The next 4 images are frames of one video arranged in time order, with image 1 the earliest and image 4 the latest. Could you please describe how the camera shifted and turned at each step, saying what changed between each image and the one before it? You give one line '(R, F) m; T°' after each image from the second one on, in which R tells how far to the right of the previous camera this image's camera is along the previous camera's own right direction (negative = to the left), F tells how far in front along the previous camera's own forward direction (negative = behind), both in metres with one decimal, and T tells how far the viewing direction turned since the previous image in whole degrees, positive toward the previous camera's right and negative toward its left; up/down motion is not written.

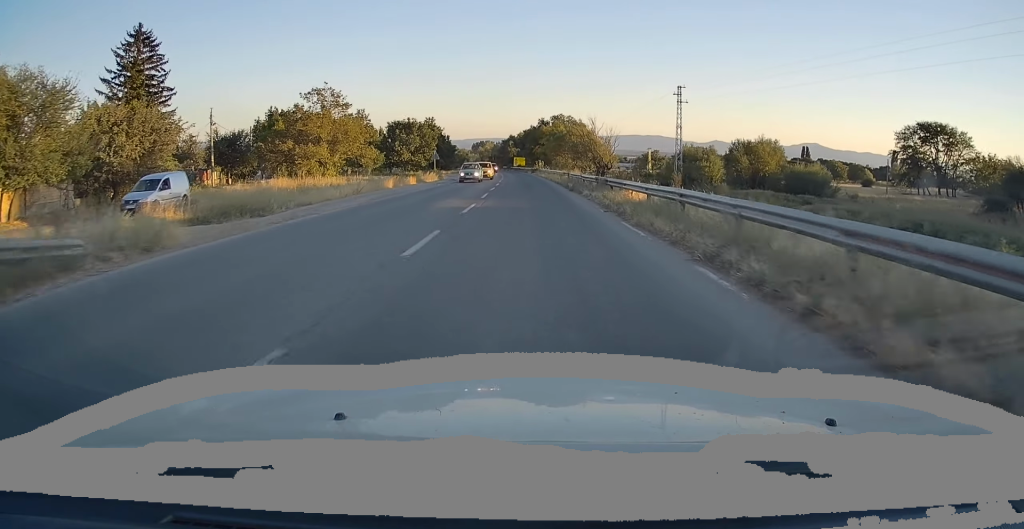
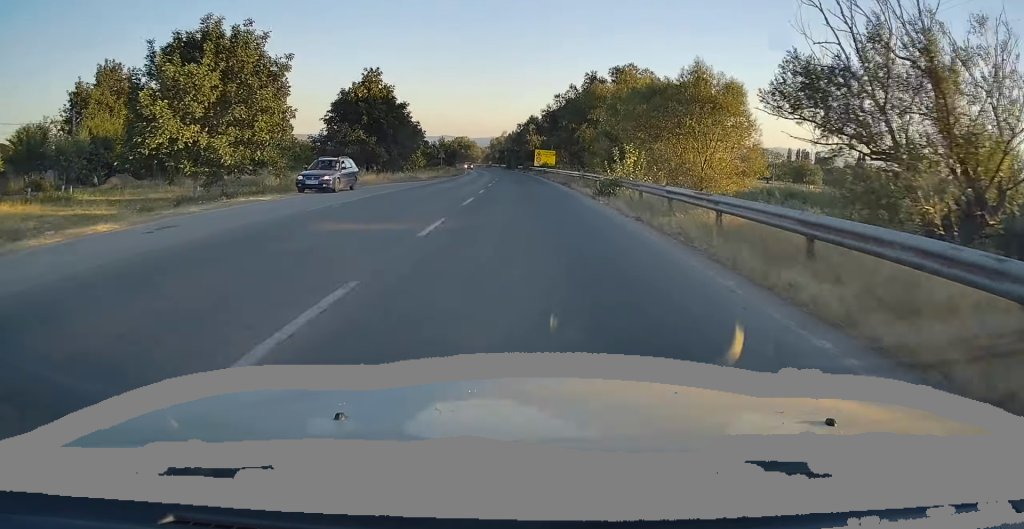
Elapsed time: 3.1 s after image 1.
(-0.9, +67.7) m; -2°
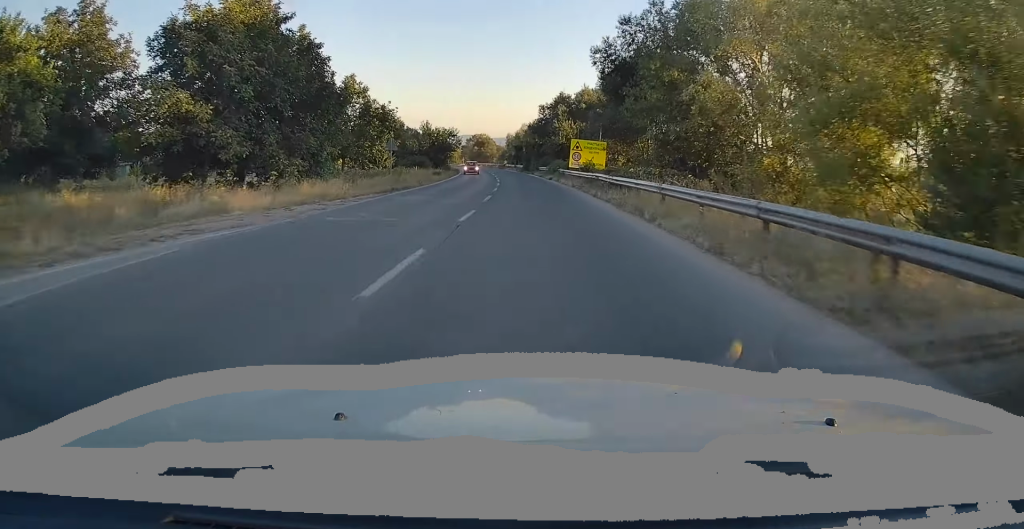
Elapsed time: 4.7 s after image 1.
(-0.3, +35.5) m; -2°
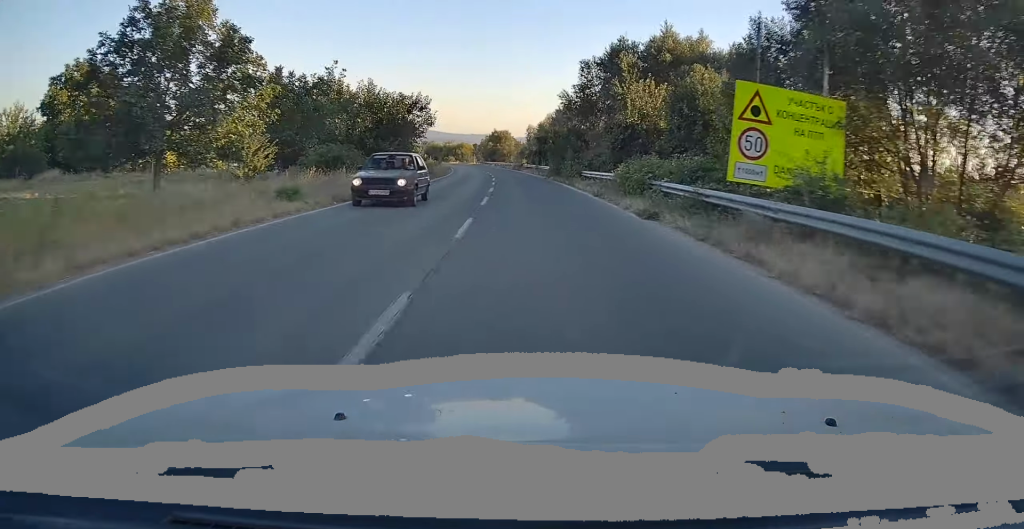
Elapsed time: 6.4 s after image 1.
(-0.7, +34.5) m; -2°
